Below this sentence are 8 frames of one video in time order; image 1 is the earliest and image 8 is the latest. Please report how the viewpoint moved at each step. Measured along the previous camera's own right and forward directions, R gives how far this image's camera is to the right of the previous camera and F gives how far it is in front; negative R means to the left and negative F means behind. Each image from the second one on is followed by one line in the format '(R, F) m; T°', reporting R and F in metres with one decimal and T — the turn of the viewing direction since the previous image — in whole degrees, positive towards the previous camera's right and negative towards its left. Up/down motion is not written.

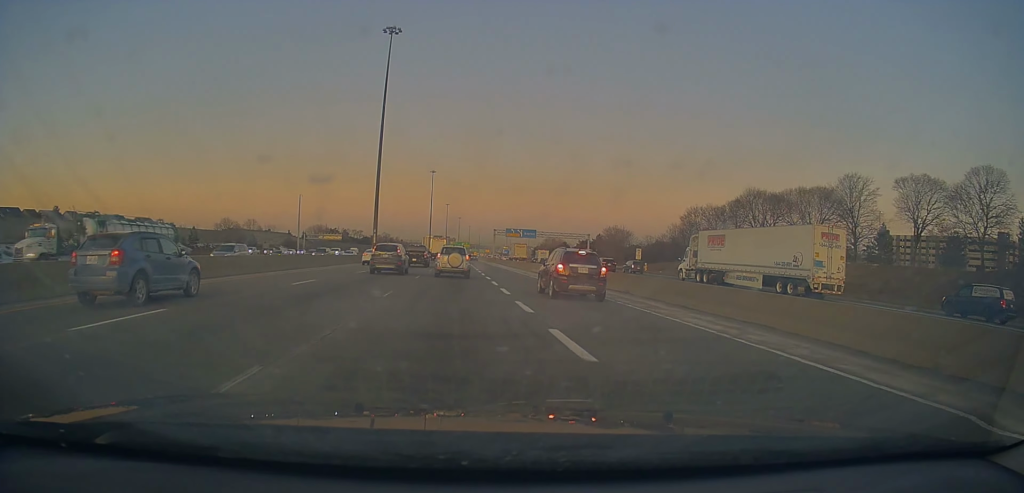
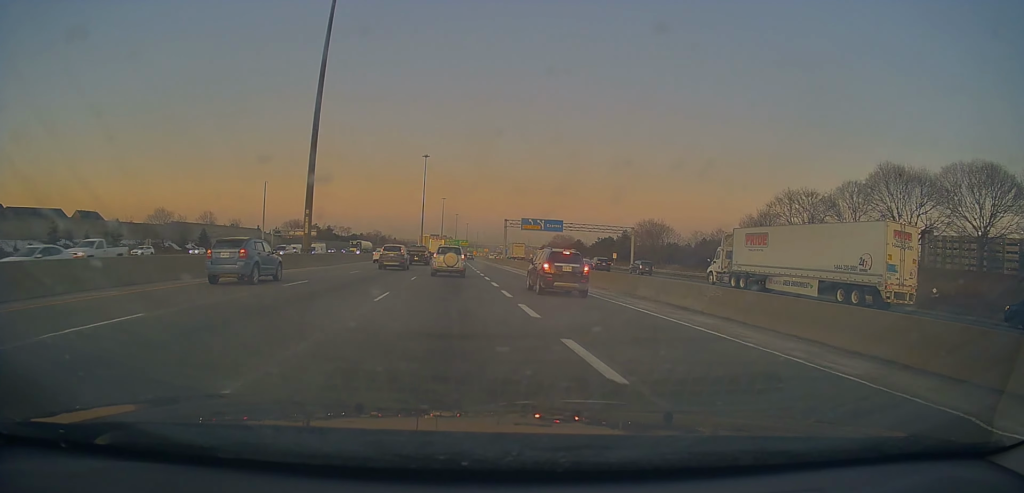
(+0.2, +36.7) m; +1°
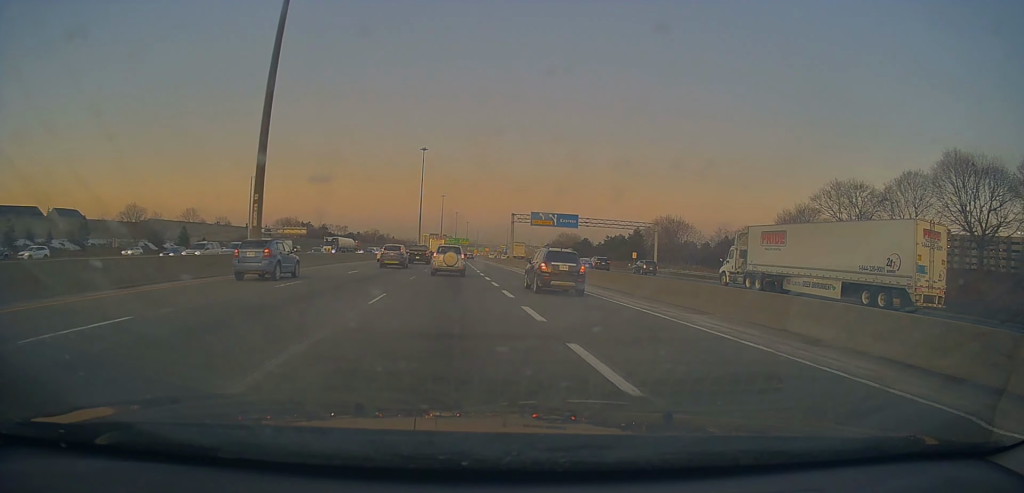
(+0.3, +12.2) m; -1°
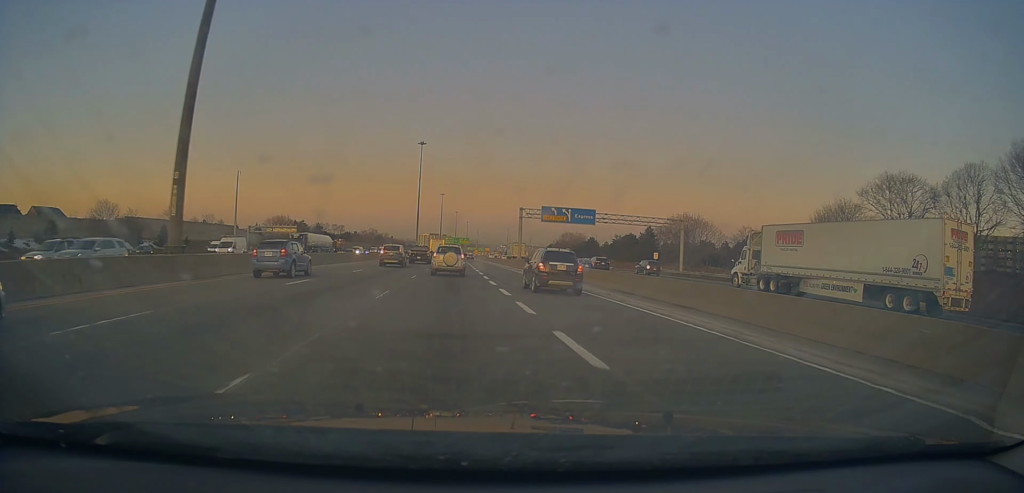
(+0.2, +10.6) m; -1°
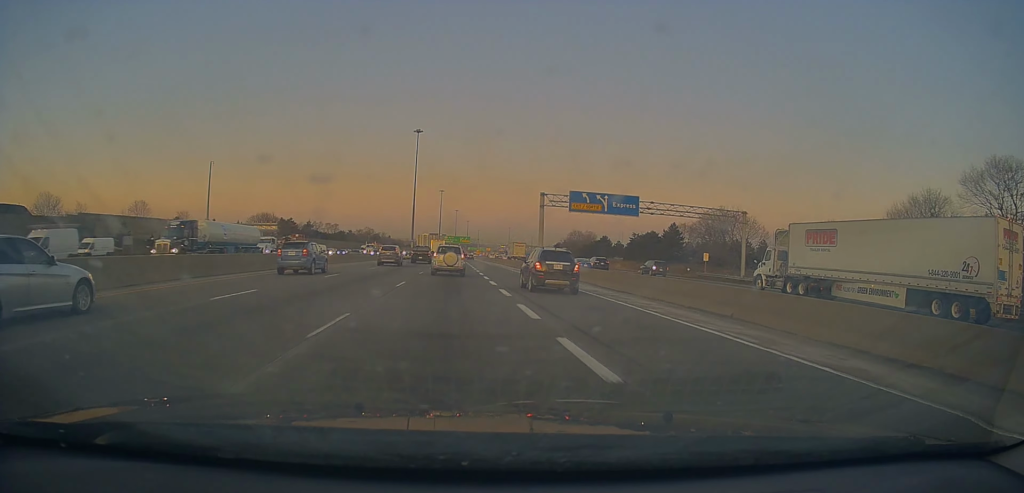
(-0.7, +18.0) m; -1°
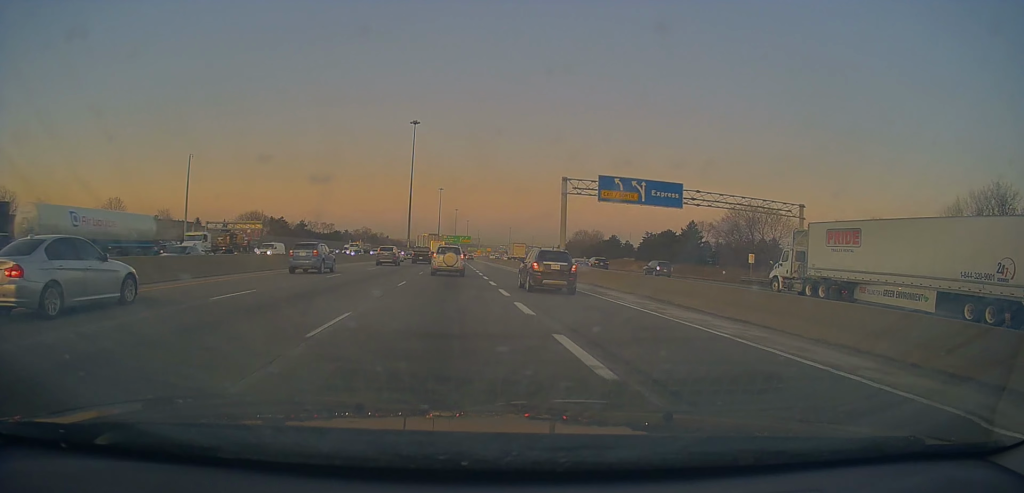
(0.0, +11.5) m; 0°
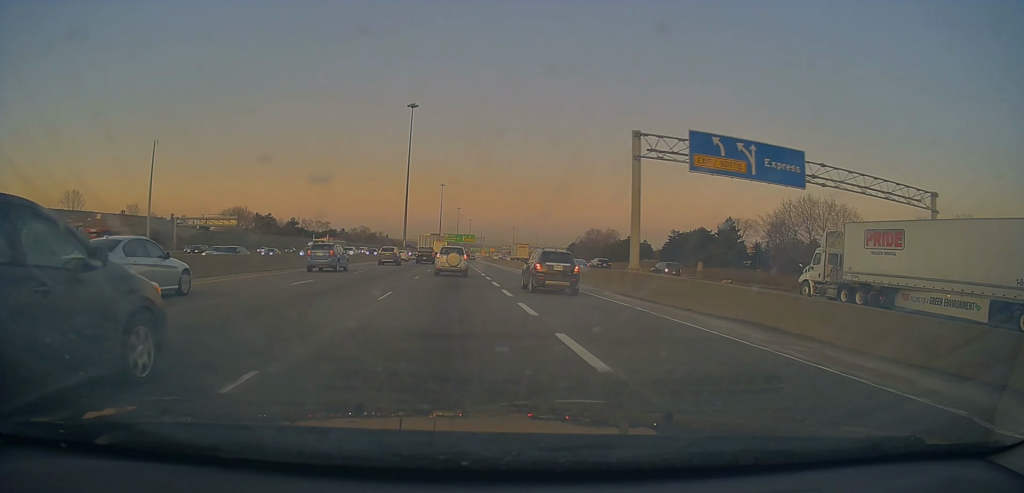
(+0.3, +17.2) m; +1°
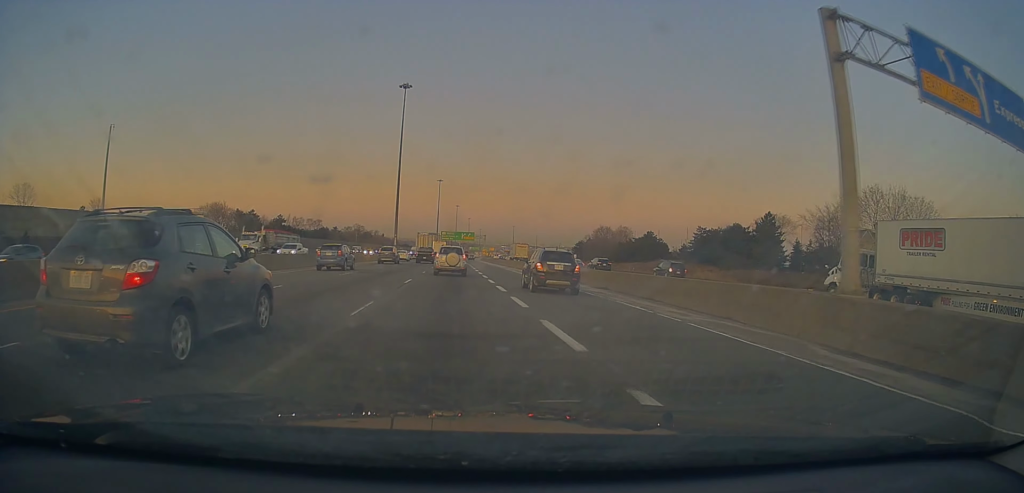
(0.0, +15.8) m; -1°
